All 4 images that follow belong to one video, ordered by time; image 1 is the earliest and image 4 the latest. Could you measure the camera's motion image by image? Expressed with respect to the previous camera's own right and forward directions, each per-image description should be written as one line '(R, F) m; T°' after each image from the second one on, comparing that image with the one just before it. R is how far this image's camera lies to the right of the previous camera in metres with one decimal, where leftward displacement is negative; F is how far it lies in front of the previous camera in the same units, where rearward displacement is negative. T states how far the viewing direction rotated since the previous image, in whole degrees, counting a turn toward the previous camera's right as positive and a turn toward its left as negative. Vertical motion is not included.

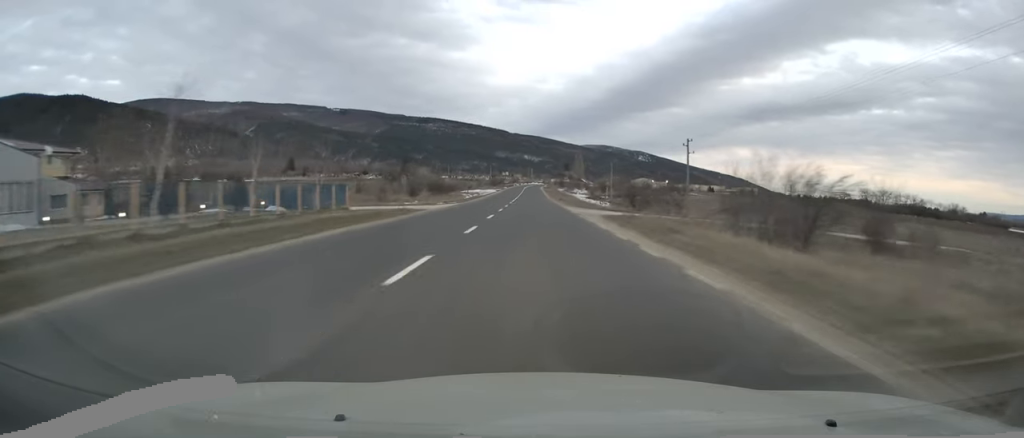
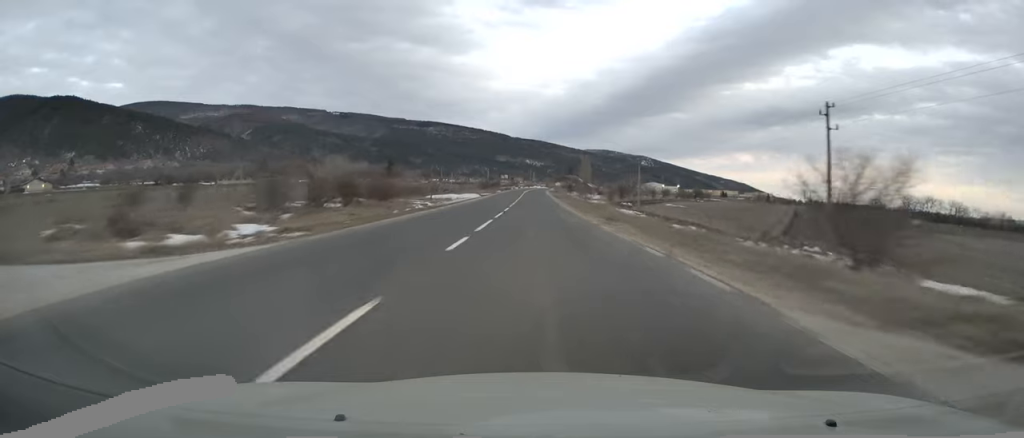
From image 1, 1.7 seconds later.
(+0.7, +39.9) m; +1°
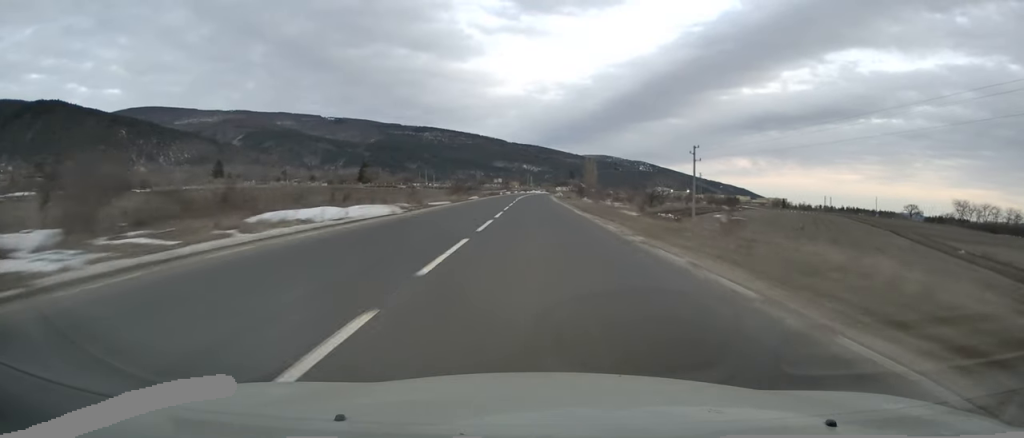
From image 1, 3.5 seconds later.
(+0.1, +44.7) m; -1°
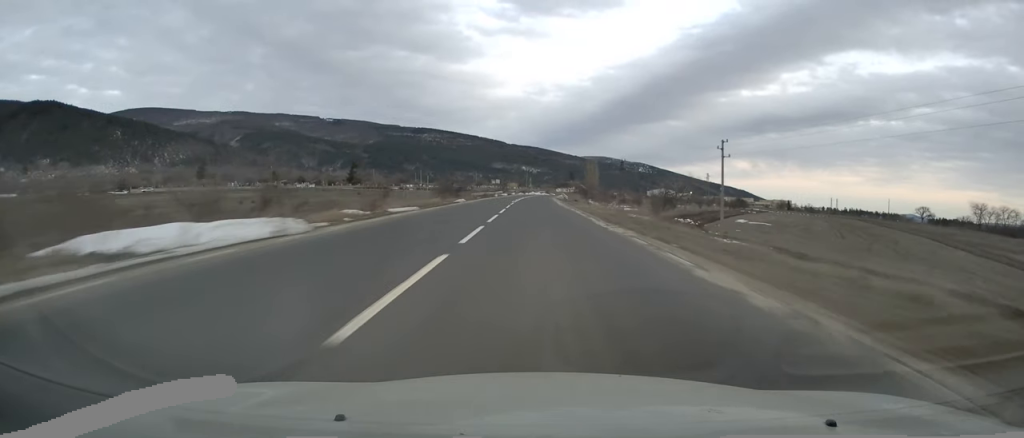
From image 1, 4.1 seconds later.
(+0.1, +12.8) m; -1°
